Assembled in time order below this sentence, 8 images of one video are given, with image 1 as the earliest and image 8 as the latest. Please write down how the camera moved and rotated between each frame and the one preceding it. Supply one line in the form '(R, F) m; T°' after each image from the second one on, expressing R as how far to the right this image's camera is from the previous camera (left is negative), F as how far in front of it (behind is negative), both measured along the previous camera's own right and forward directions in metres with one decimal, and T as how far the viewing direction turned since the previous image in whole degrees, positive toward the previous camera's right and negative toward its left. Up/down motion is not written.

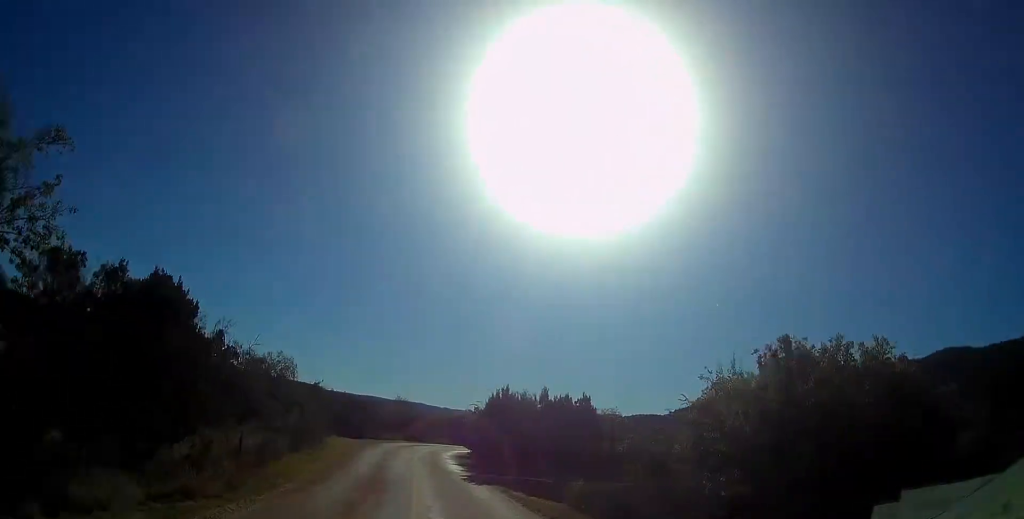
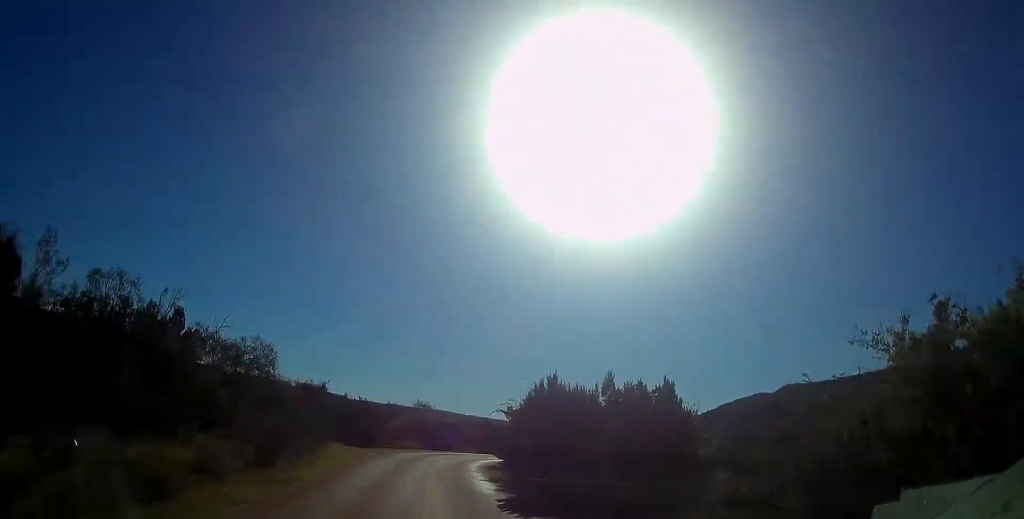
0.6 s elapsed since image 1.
(-0.3, +7.8) m; -2°
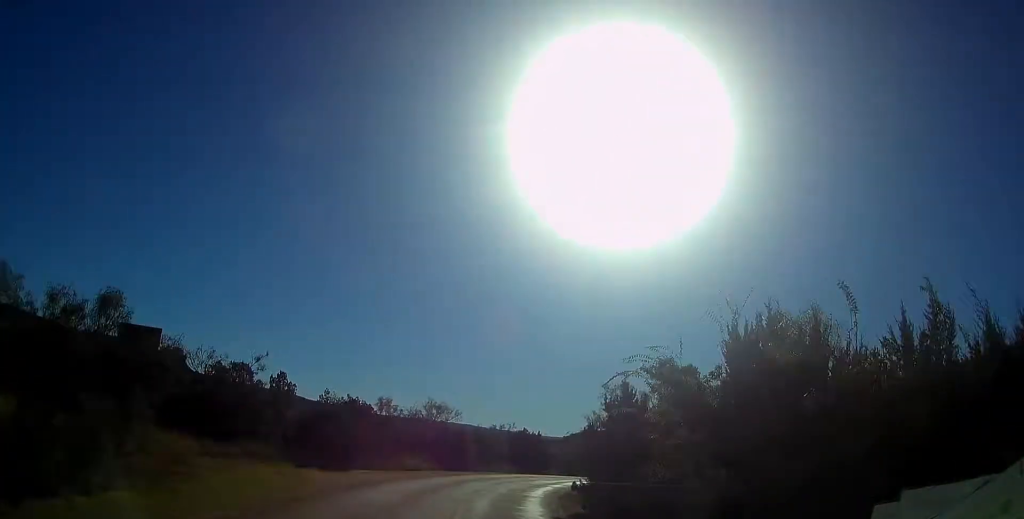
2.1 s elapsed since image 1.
(-0.4, +20.6) m; -1°
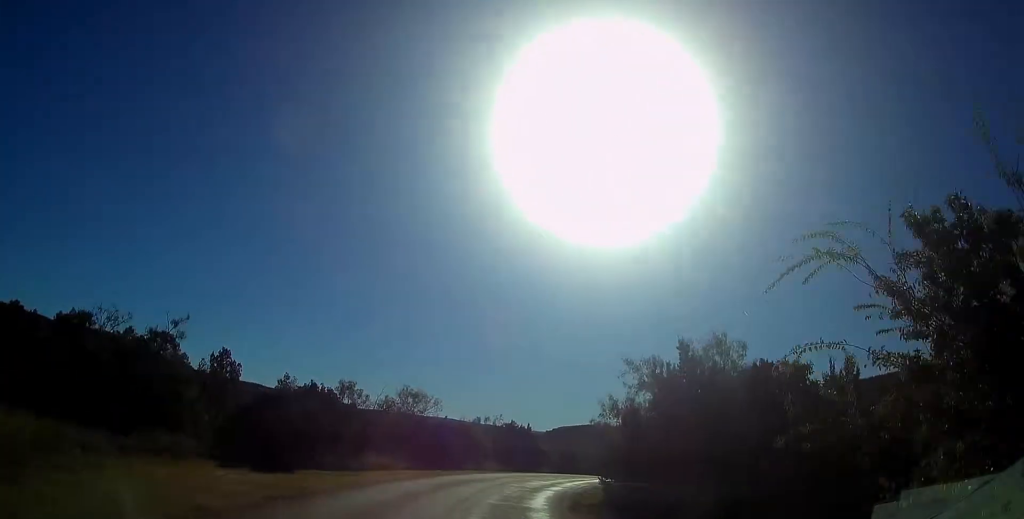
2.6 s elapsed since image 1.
(0.0, +7.1) m; +1°
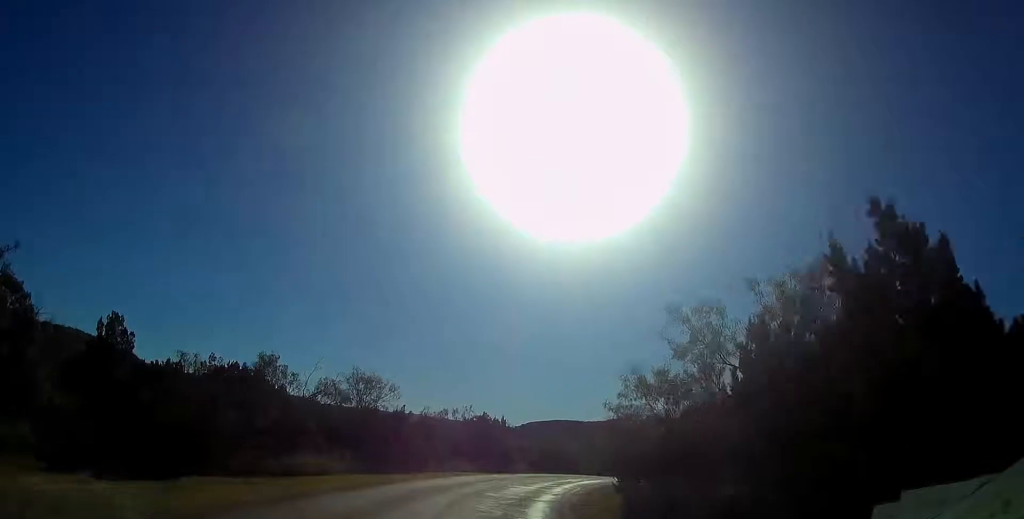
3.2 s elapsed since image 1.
(0.0, +7.9) m; +3°
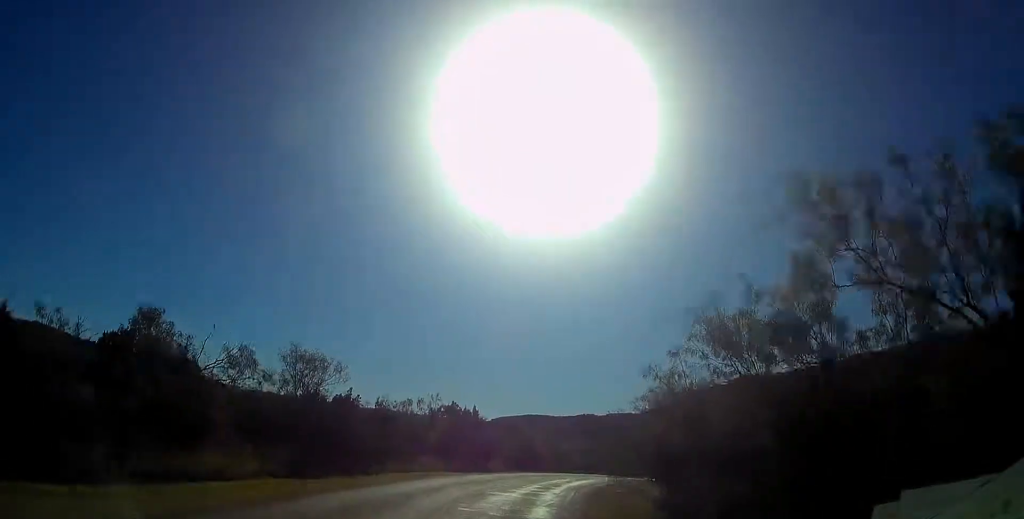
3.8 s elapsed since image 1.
(+0.2, +6.9) m; +3°
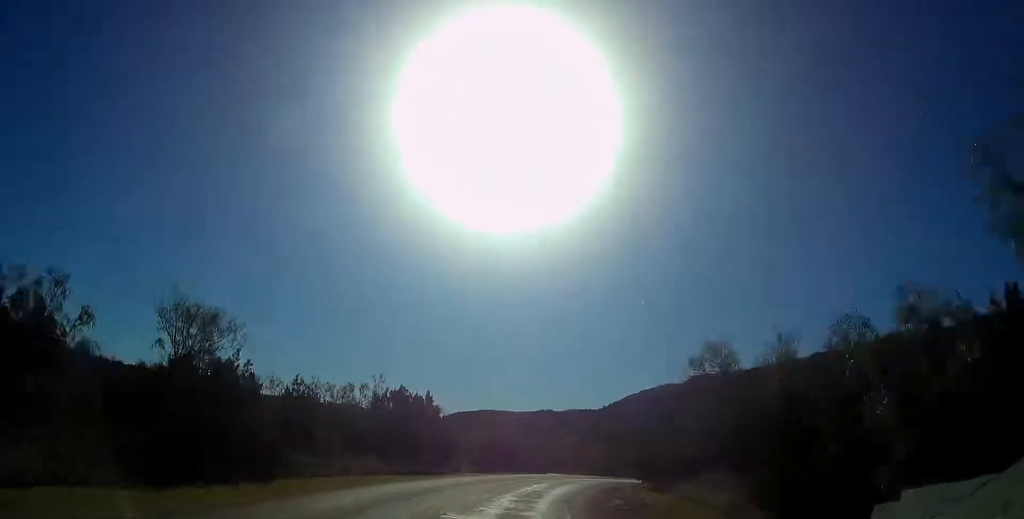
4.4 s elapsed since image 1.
(+0.3, +8.2) m; +4°
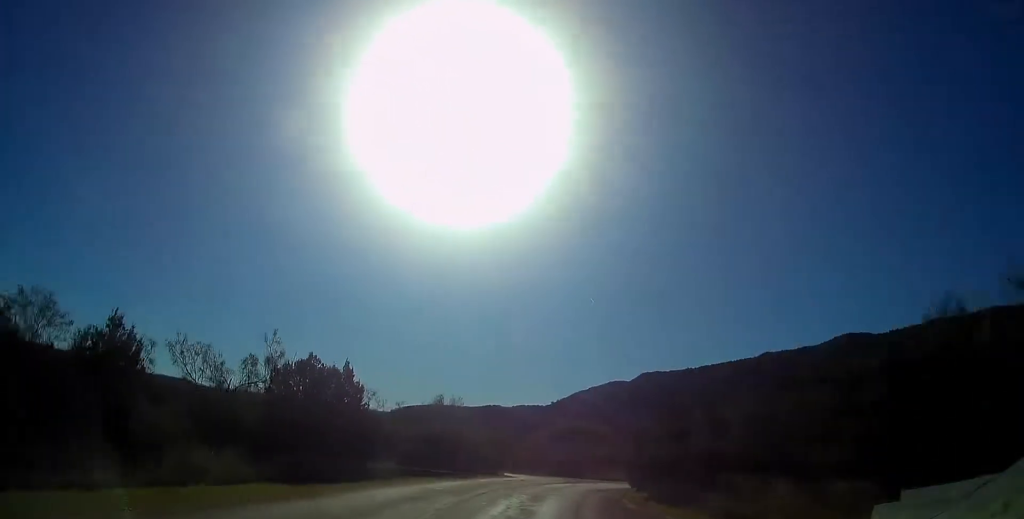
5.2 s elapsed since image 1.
(+0.5, +10.3) m; +6°
